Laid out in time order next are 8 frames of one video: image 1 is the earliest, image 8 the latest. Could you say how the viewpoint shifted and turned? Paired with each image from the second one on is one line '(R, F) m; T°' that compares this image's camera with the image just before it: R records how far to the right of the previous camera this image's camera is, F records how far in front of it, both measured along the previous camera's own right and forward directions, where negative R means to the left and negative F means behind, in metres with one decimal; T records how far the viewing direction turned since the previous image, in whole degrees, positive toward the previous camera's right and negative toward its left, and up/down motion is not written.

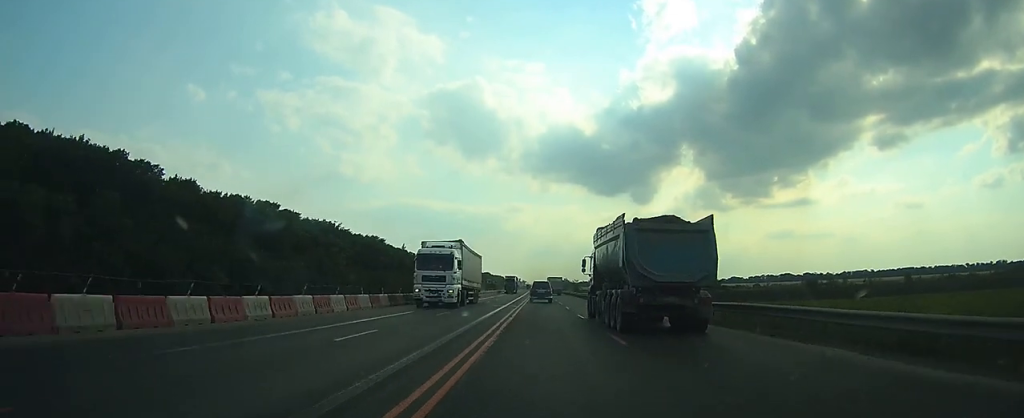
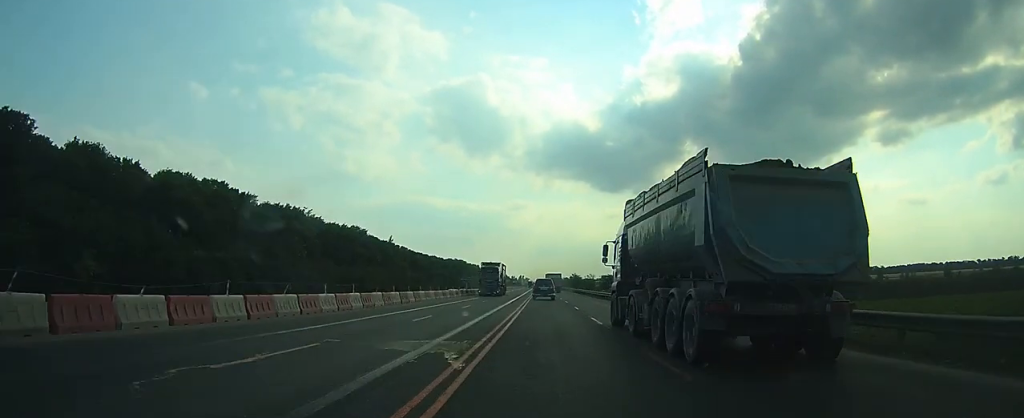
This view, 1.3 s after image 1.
(0.0, +29.6) m; 0°
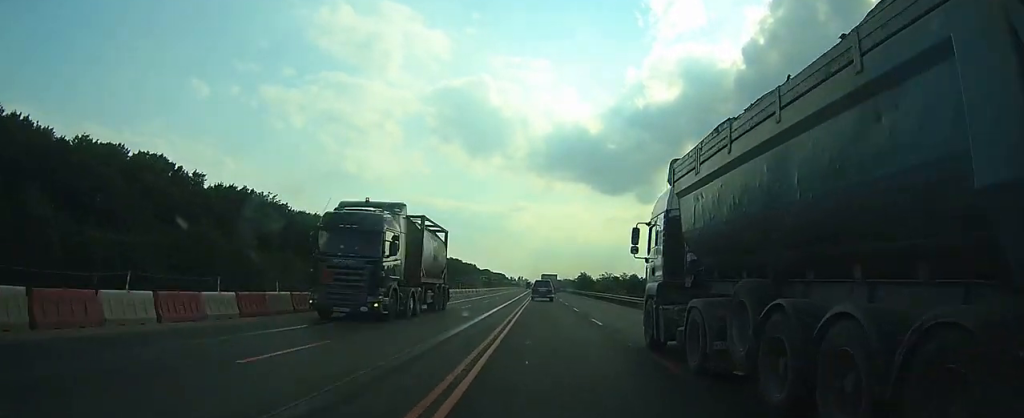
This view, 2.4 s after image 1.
(0.0, +23.8) m; 0°
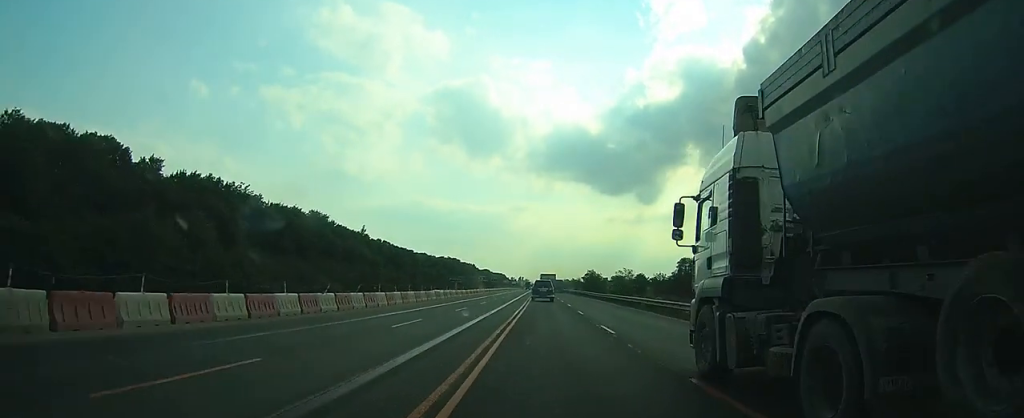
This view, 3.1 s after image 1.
(-0.1, +14.9) m; 0°
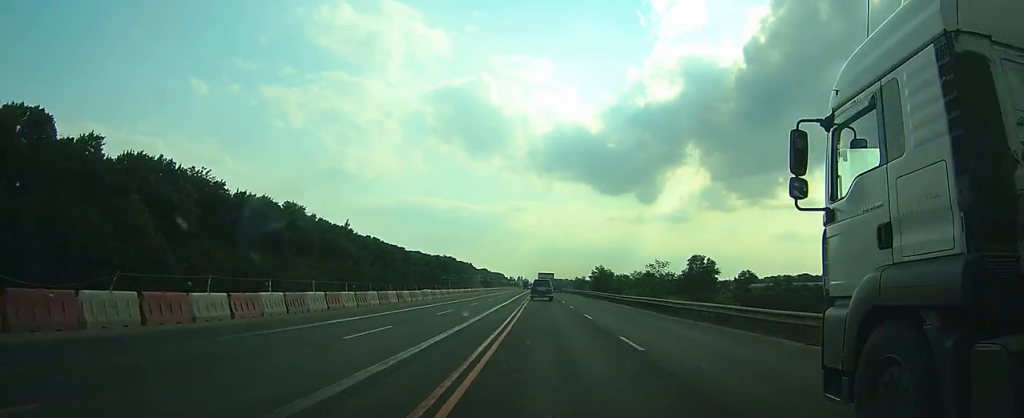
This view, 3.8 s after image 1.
(+0.1, +16.5) m; 0°
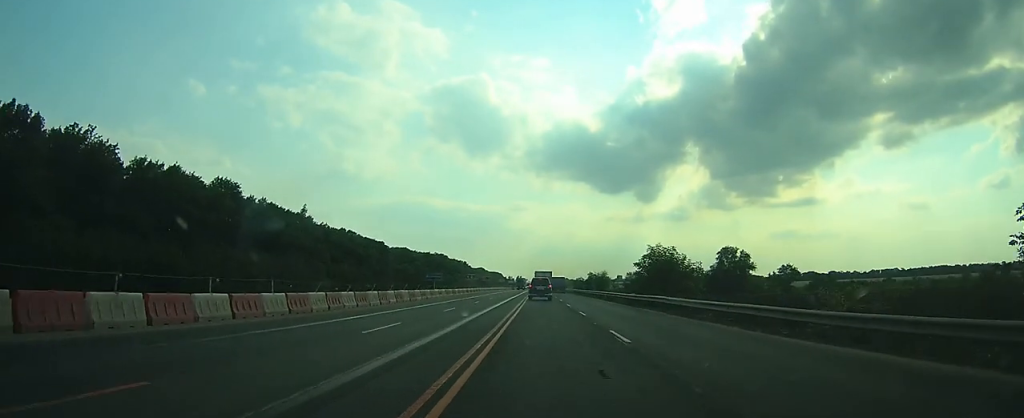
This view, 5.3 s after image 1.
(0.0, +34.1) m; 0°
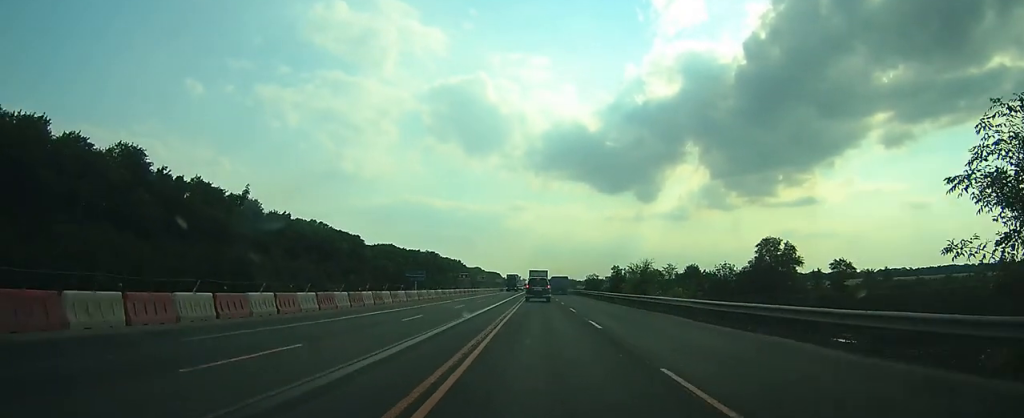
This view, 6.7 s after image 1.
(+0.3, +31.4) m; +1°
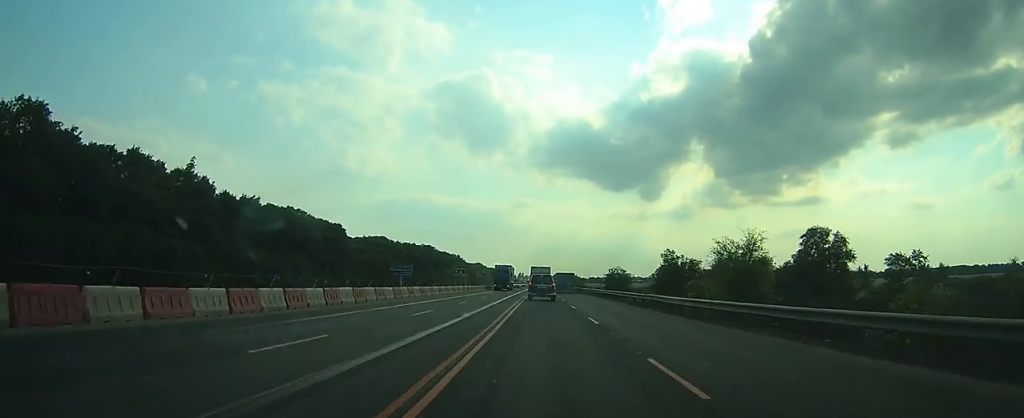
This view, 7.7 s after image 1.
(+0.1, +23.0) m; 0°
